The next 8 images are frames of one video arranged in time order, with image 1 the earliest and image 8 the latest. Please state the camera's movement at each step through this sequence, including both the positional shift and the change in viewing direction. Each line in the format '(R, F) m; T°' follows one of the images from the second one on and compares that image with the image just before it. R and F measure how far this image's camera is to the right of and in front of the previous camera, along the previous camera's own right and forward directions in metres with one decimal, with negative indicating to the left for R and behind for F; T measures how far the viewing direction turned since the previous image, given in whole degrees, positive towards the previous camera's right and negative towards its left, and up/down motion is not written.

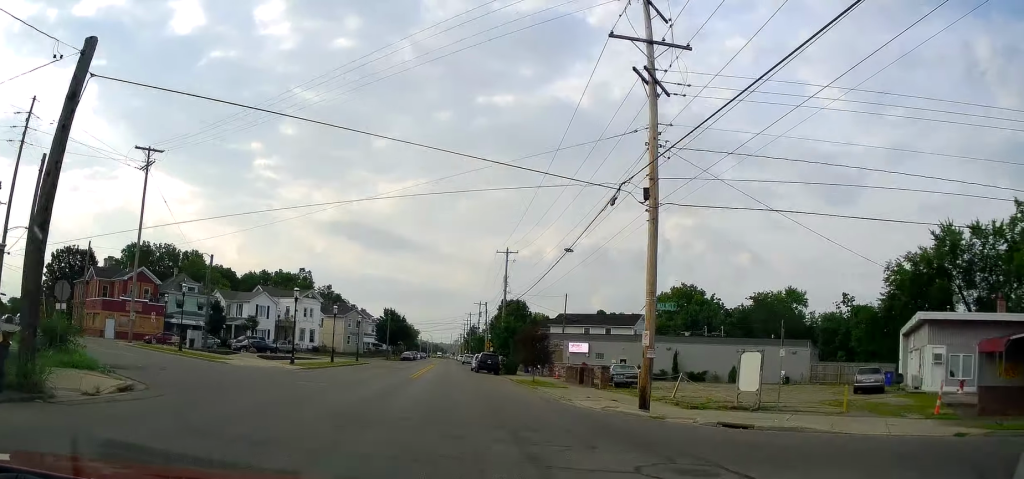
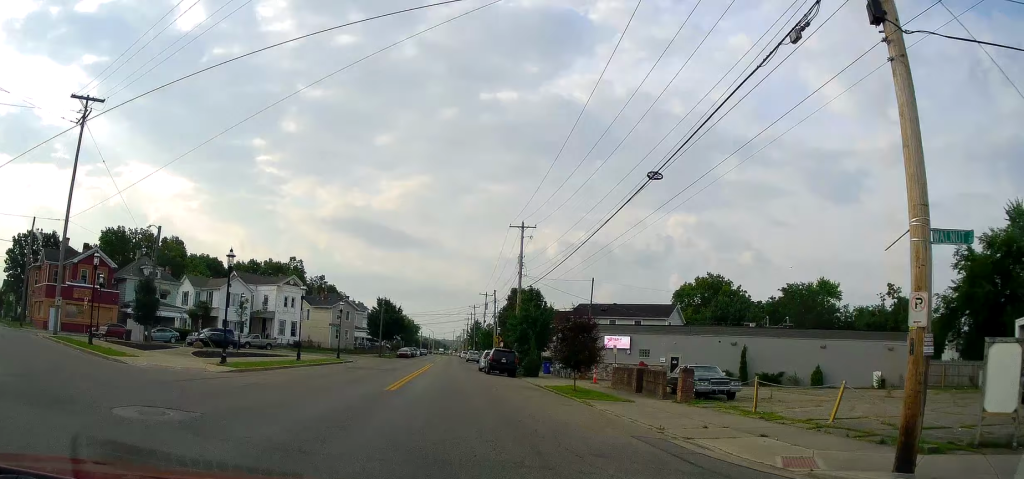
(+0.1, +12.3) m; 0°
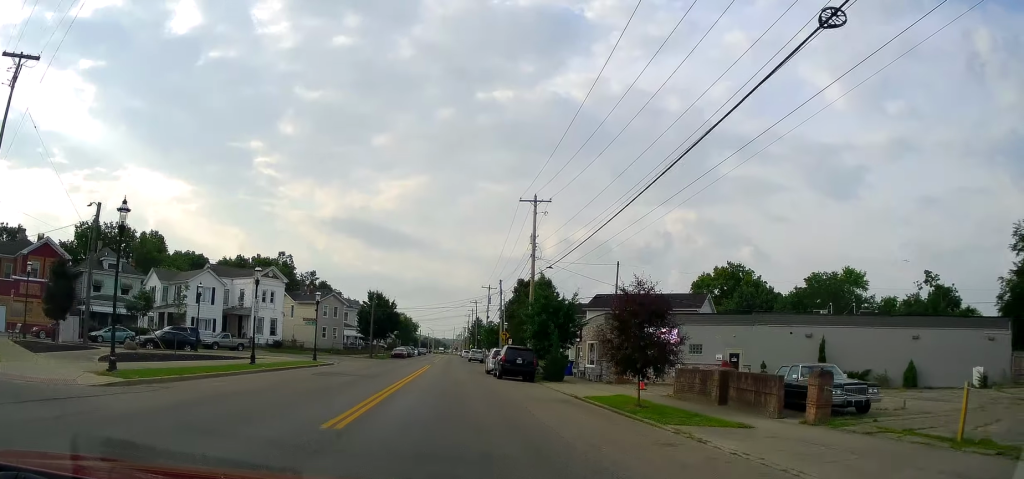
(+0.2, +9.4) m; 0°
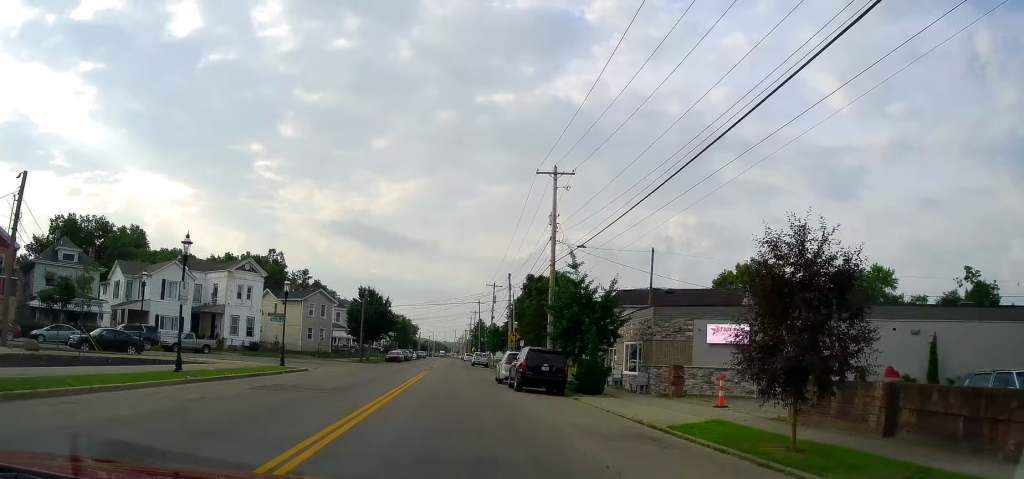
(-0.1, +8.8) m; -1°
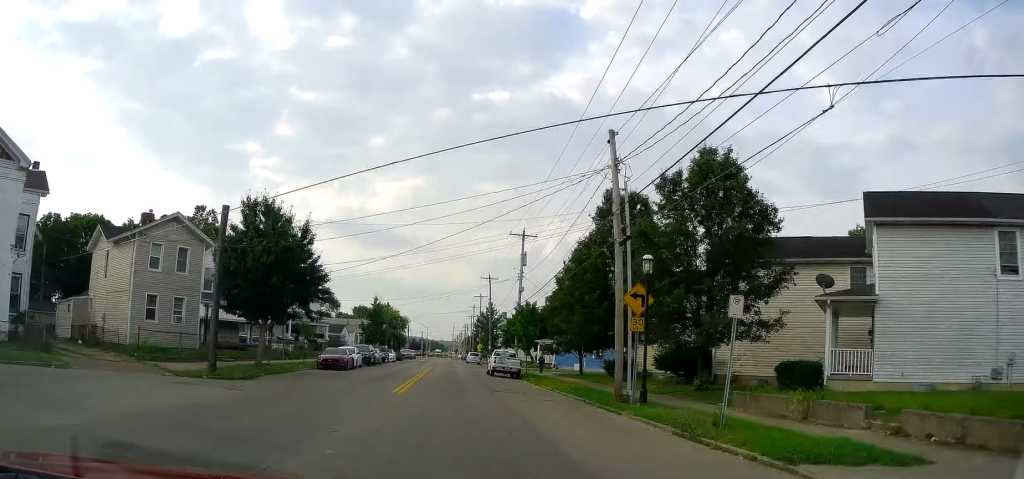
(-0.3, +39.4) m; +1°
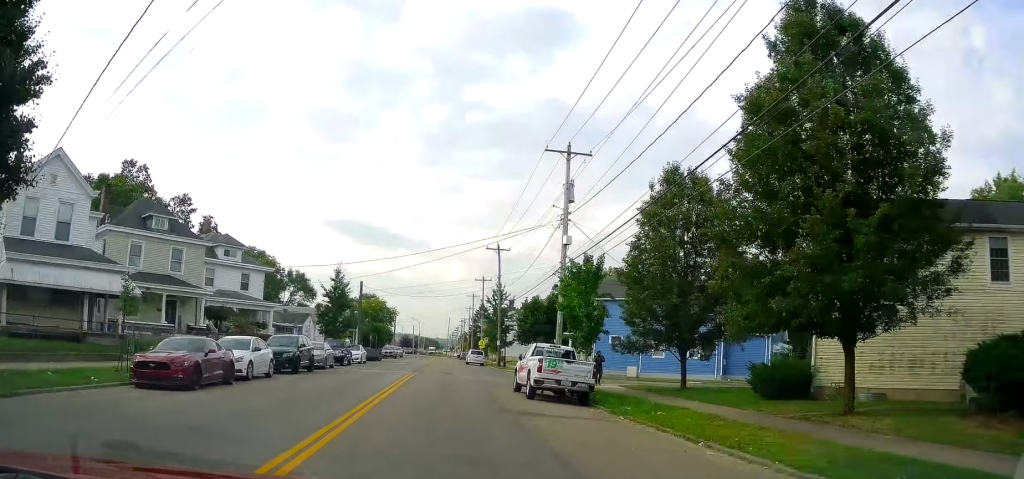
(-0.1, +22.9) m; -1°
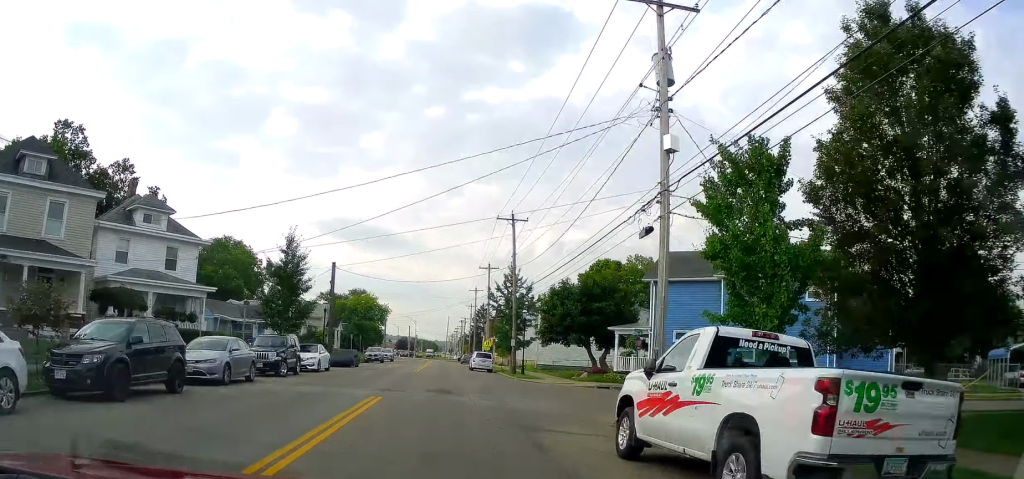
(0.0, +15.5) m; 0°
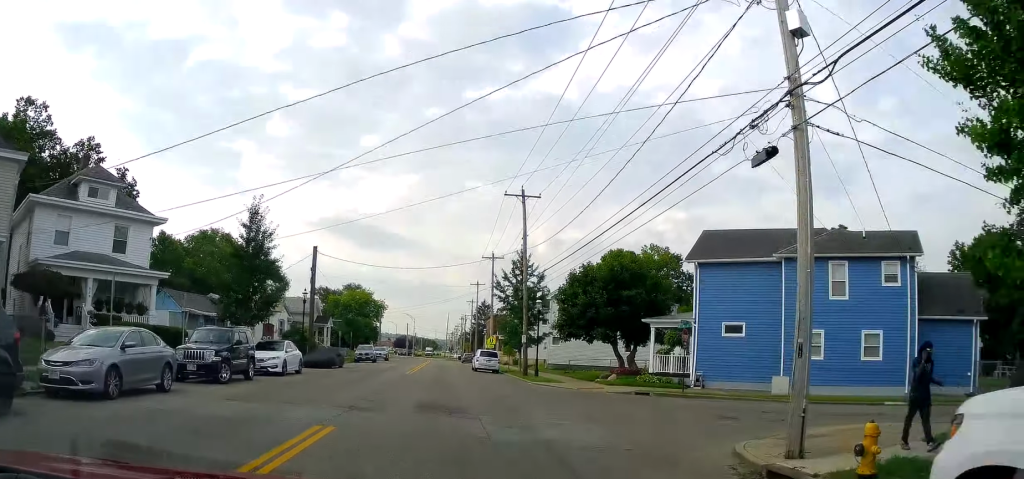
(0.0, +7.1) m; +1°
